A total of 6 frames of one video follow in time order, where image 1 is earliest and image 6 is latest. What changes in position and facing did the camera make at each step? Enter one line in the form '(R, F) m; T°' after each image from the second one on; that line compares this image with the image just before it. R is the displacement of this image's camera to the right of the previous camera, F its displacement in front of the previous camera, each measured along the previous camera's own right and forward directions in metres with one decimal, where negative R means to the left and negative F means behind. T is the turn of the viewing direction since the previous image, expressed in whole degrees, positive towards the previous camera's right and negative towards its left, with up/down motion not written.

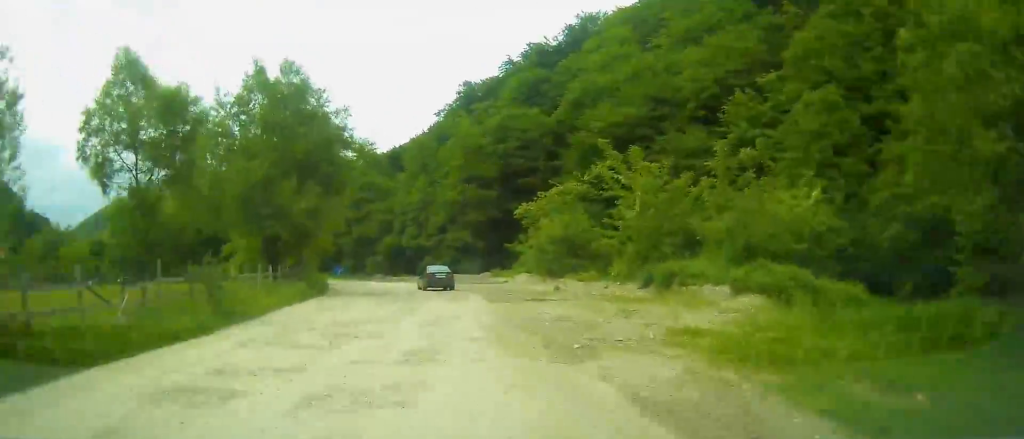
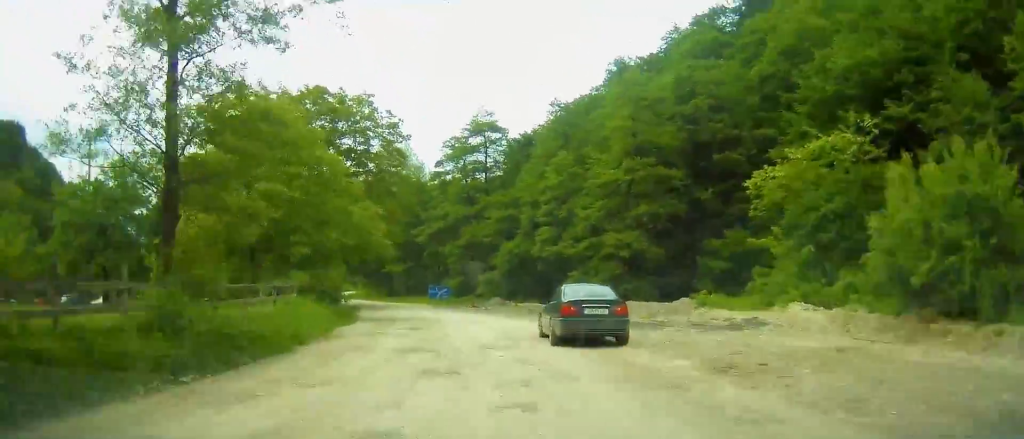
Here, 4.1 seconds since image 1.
(-2.2, +34.9) m; -8°
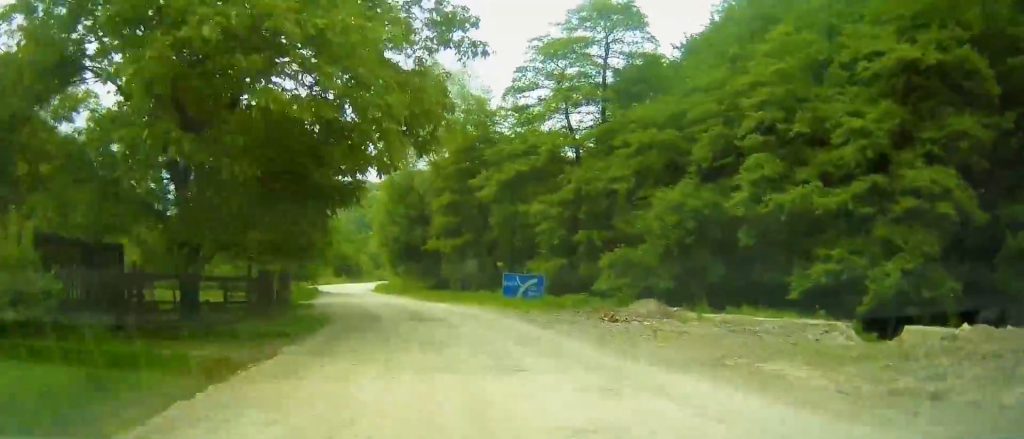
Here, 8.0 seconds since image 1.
(-2.1, +32.4) m; -7°
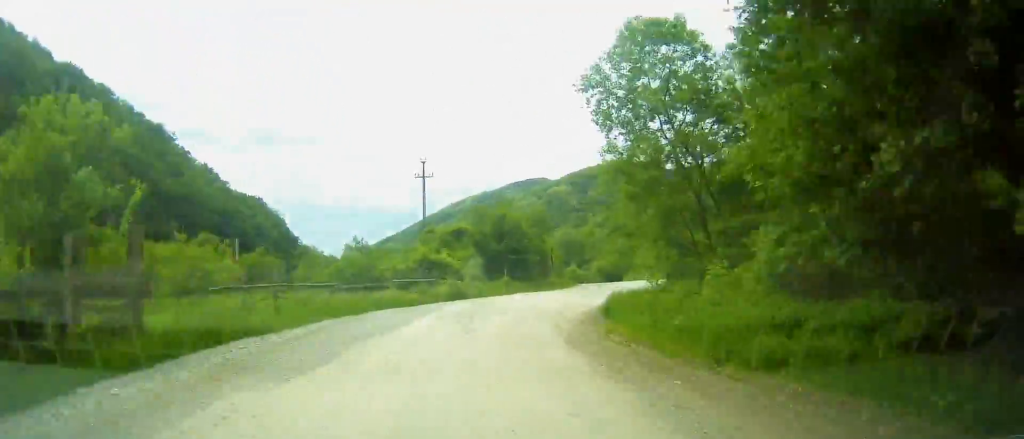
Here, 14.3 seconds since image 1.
(-3.9, +51.6) m; +3°
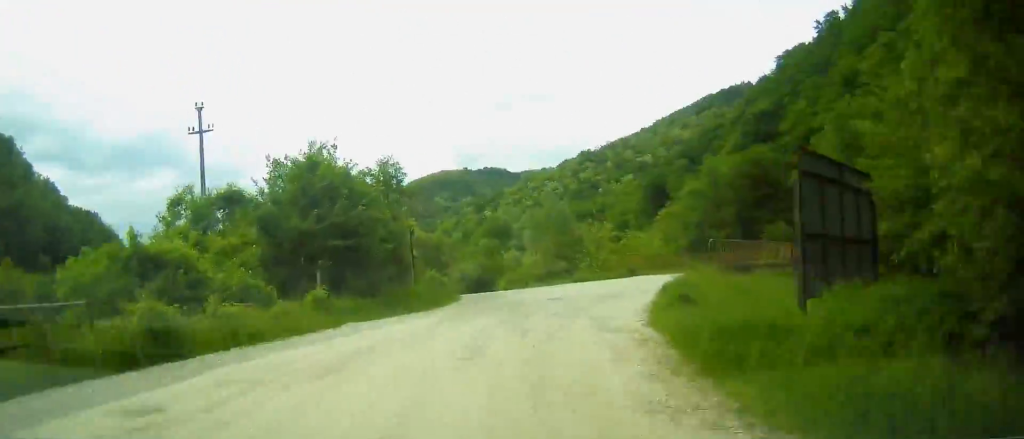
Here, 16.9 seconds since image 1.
(+1.7, +20.9) m; +13°
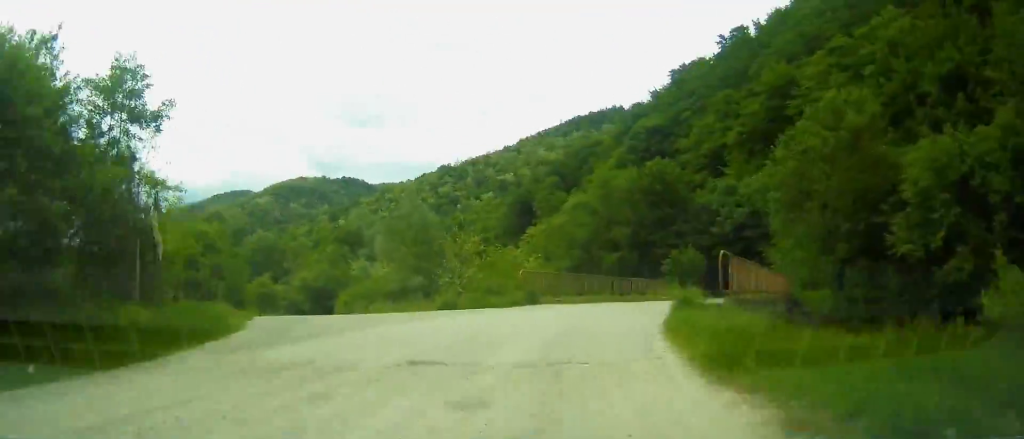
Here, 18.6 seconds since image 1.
(+0.6, +13.2) m; +11°
